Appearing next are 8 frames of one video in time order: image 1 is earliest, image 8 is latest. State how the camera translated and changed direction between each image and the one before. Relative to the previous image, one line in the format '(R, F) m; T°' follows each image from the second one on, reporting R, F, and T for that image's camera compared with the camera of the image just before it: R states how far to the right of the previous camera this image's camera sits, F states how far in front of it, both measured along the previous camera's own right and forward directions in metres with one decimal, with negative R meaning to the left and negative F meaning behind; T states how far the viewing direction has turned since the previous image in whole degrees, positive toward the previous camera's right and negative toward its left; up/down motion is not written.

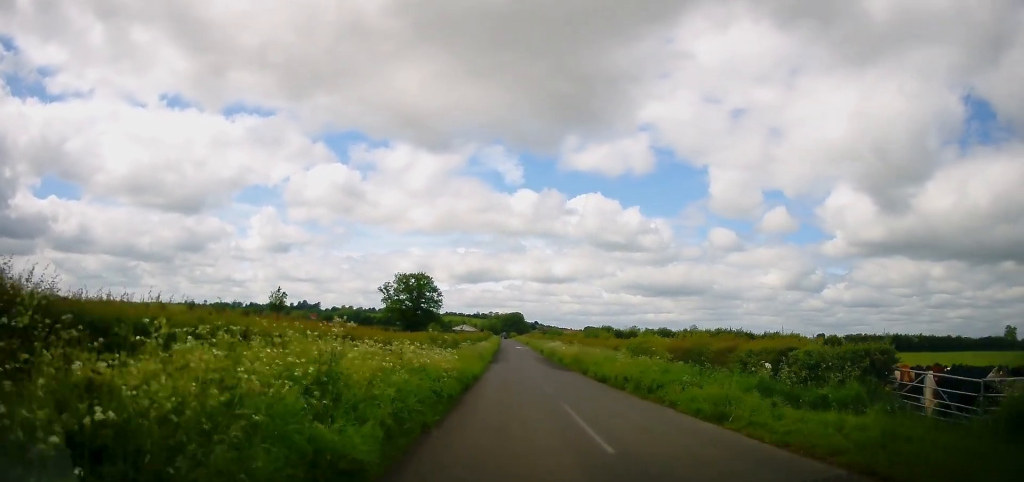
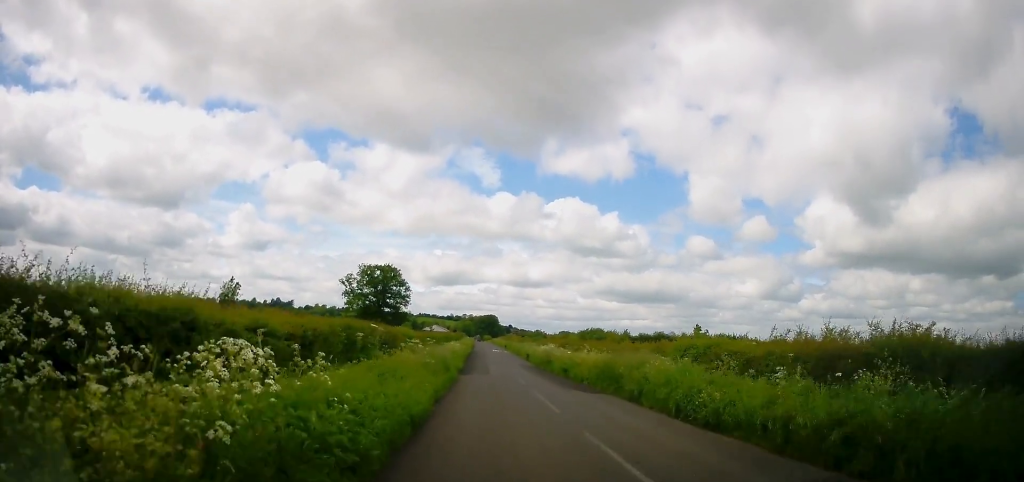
(-0.2, +13.4) m; +2°
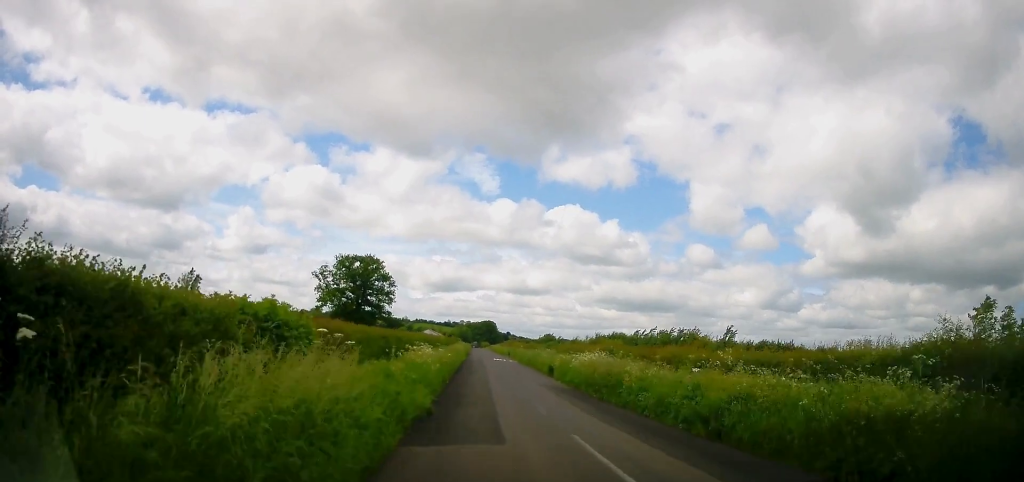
(+0.7, +17.4) m; +1°
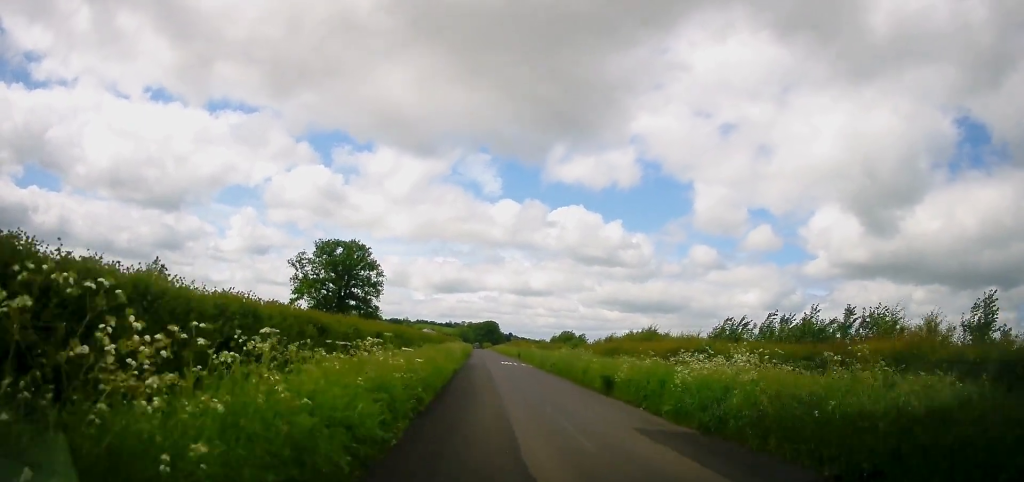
(-0.4, +13.4) m; -1°
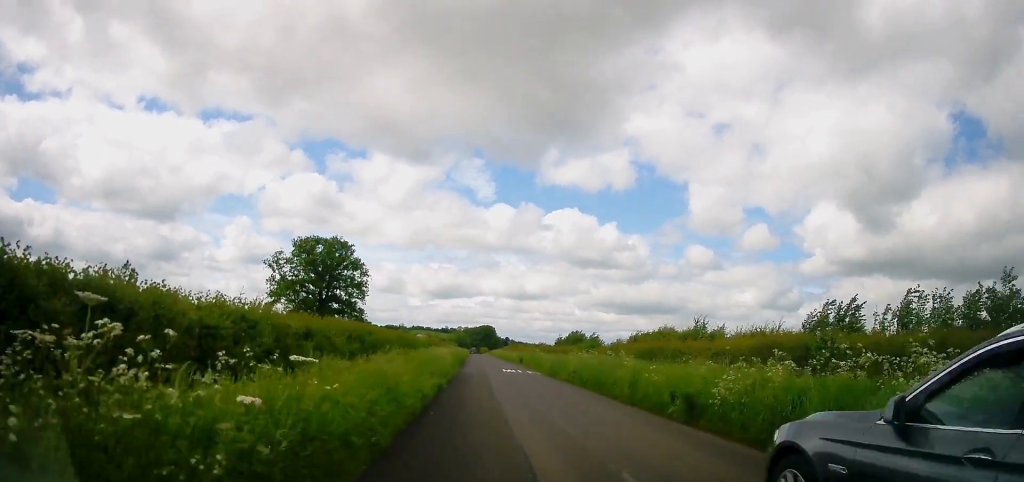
(-0.1, +7.7) m; 0°
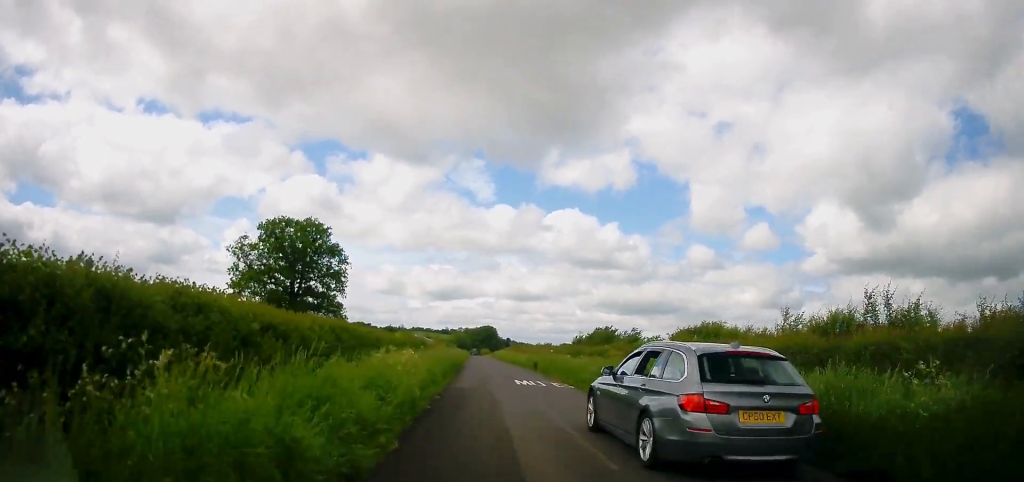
(+0.3, +11.8) m; +1°
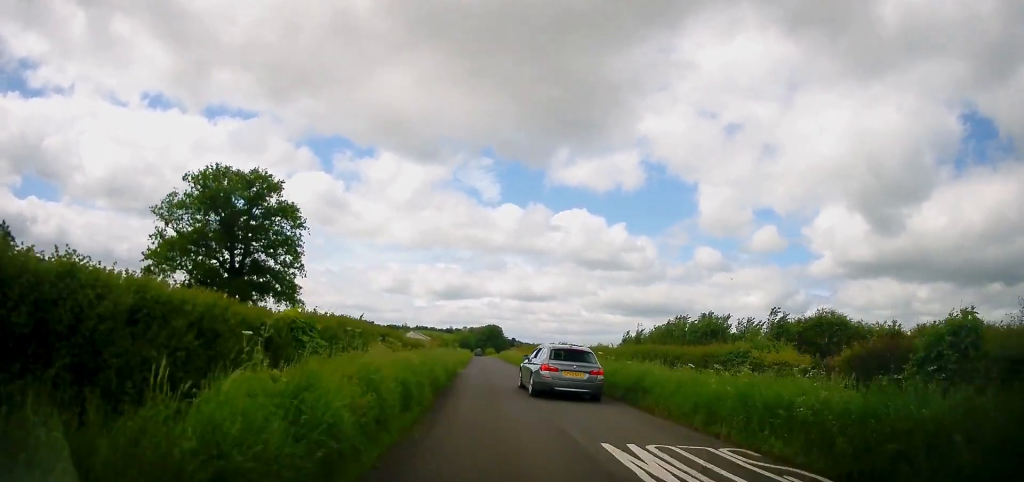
(-0.1, +17.1) m; -1°
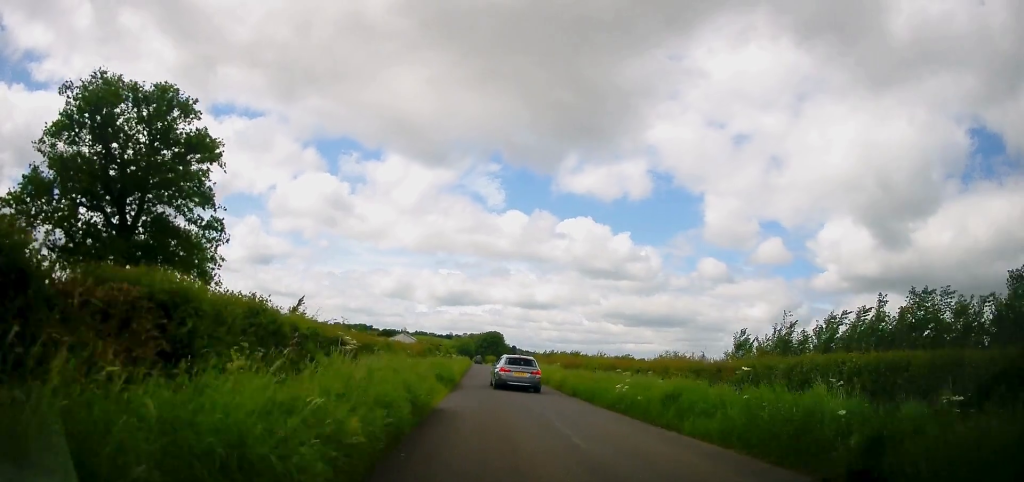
(0.0, +16.8) m; +1°
